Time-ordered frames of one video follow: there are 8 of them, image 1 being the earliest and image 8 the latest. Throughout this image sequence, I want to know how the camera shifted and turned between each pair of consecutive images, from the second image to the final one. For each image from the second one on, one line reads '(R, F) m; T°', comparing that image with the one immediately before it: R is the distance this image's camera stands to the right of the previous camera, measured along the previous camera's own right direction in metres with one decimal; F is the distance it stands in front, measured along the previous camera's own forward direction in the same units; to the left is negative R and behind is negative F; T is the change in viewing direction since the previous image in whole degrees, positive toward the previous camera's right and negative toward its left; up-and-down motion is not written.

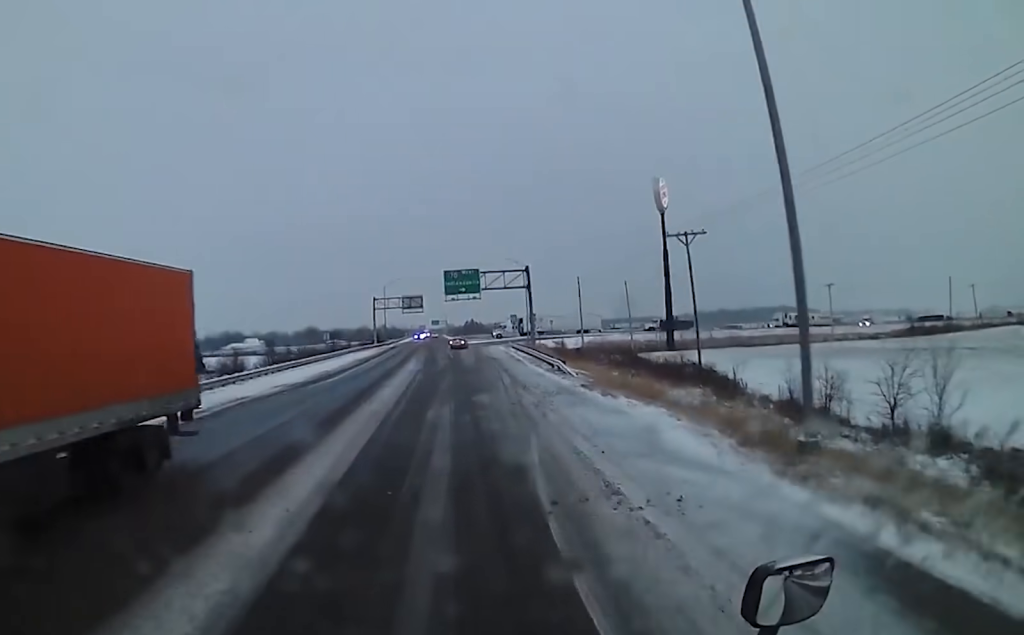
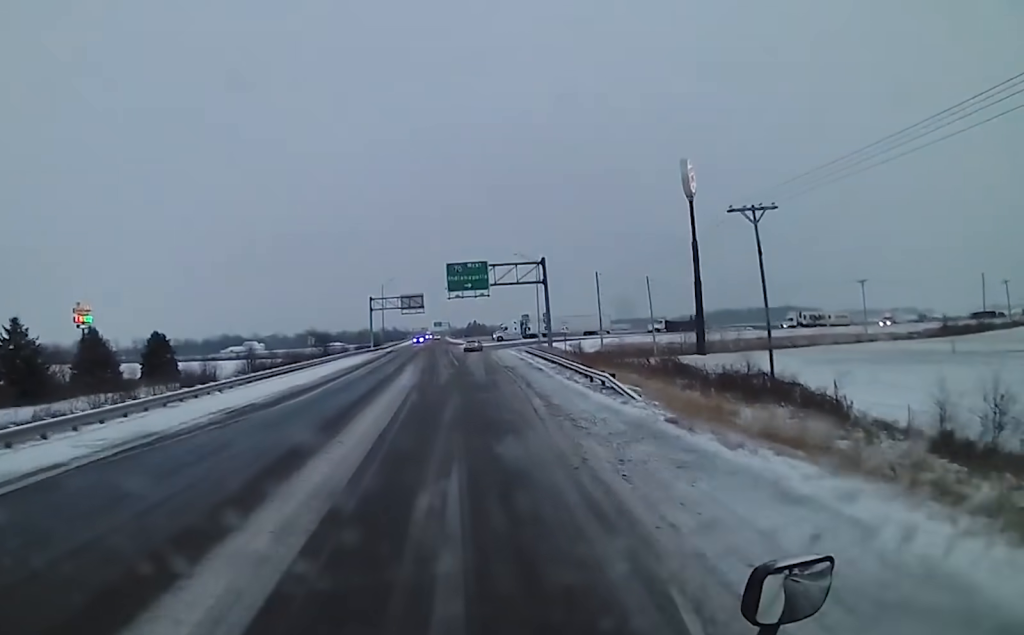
(-0.1, +10.6) m; -1°
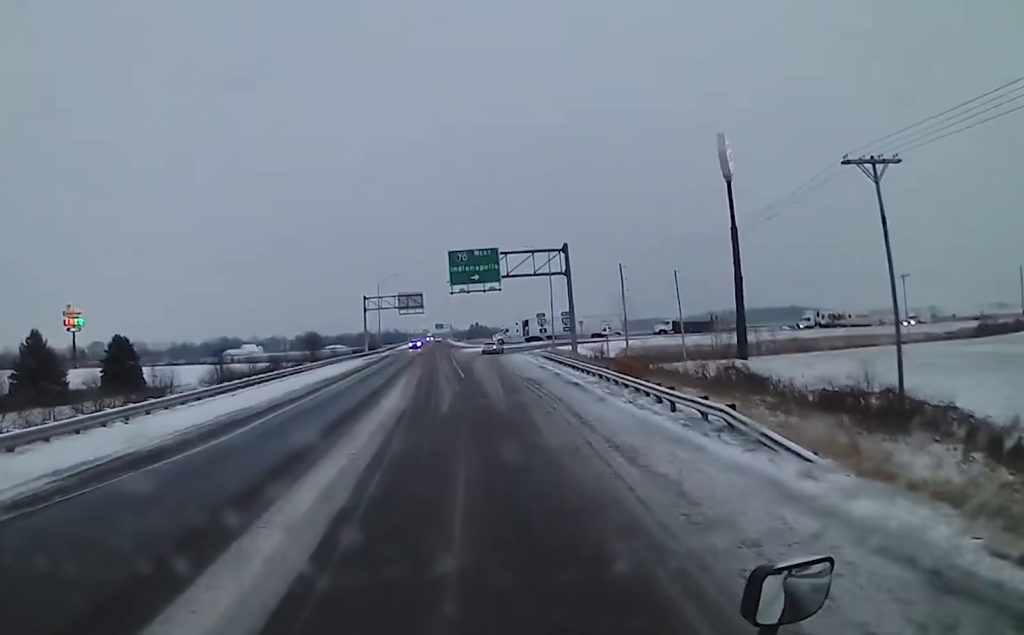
(0.0, +11.2) m; 0°
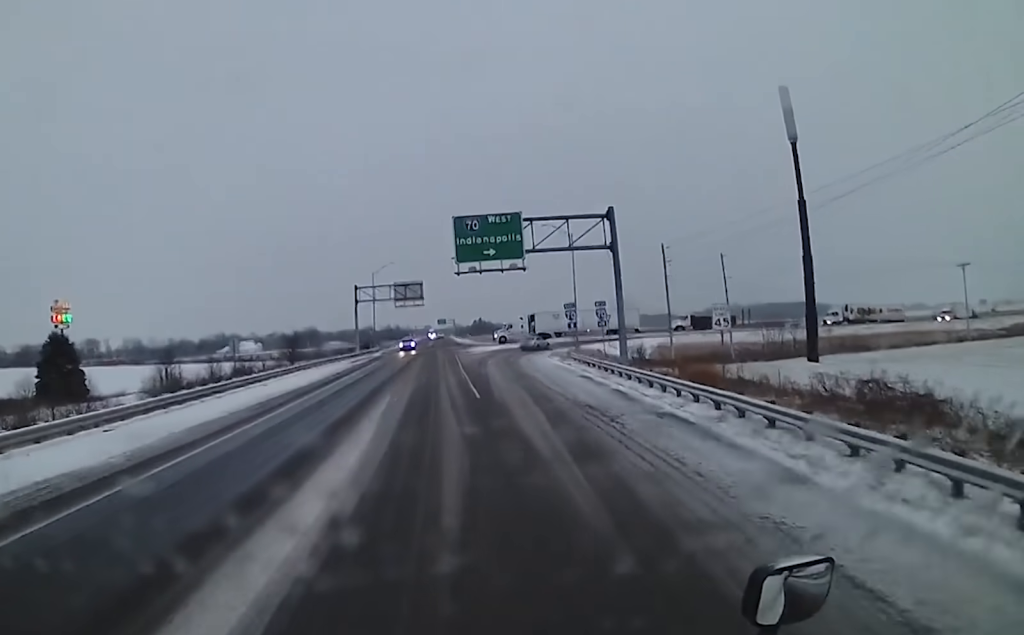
(0.0, +14.0) m; -1°
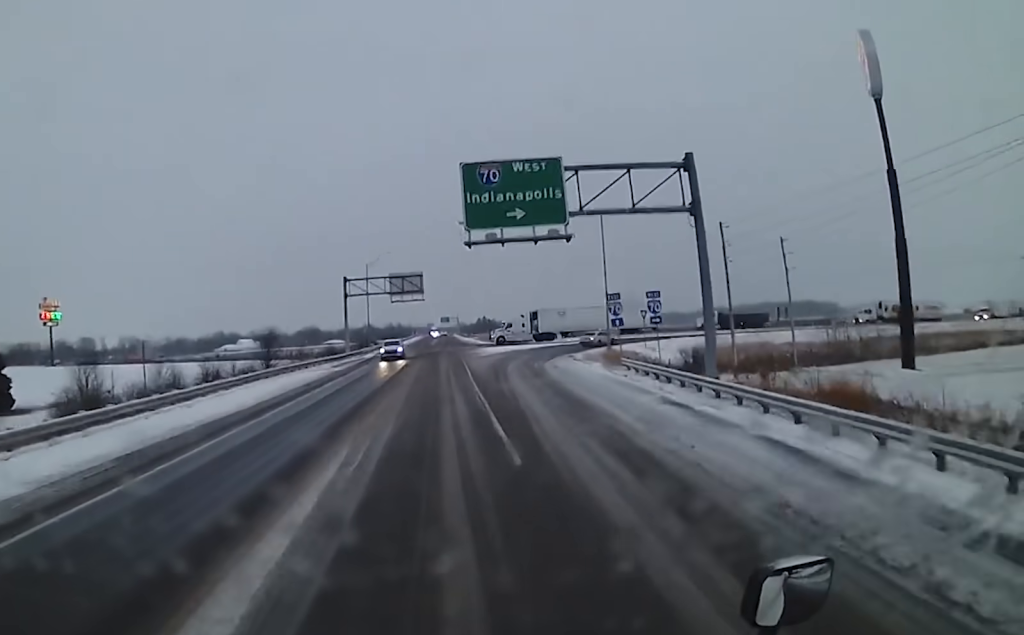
(-0.1, +13.1) m; -1°
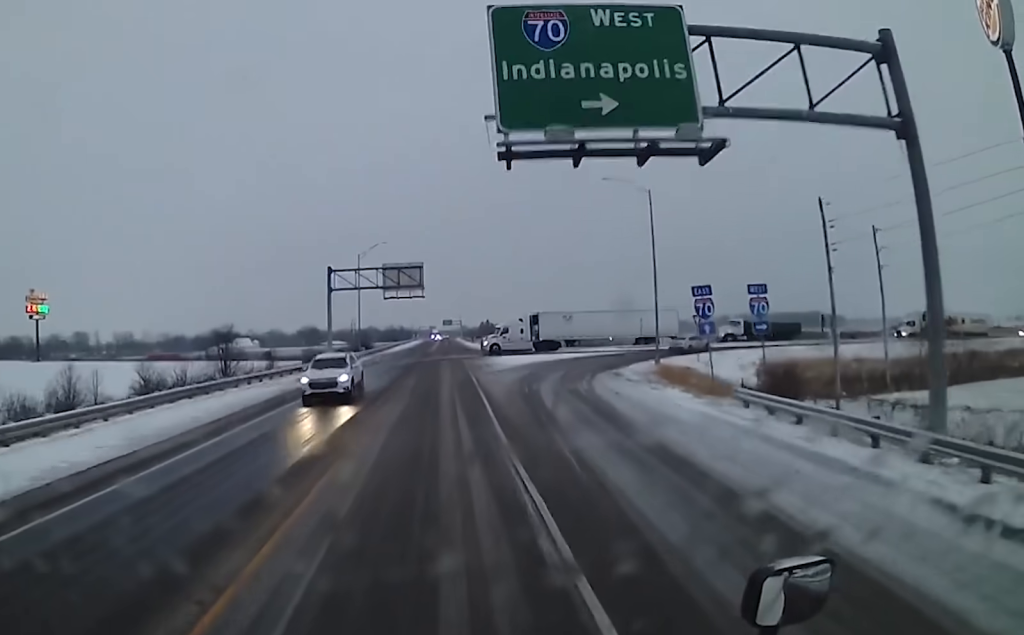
(0.0, +13.8) m; 0°
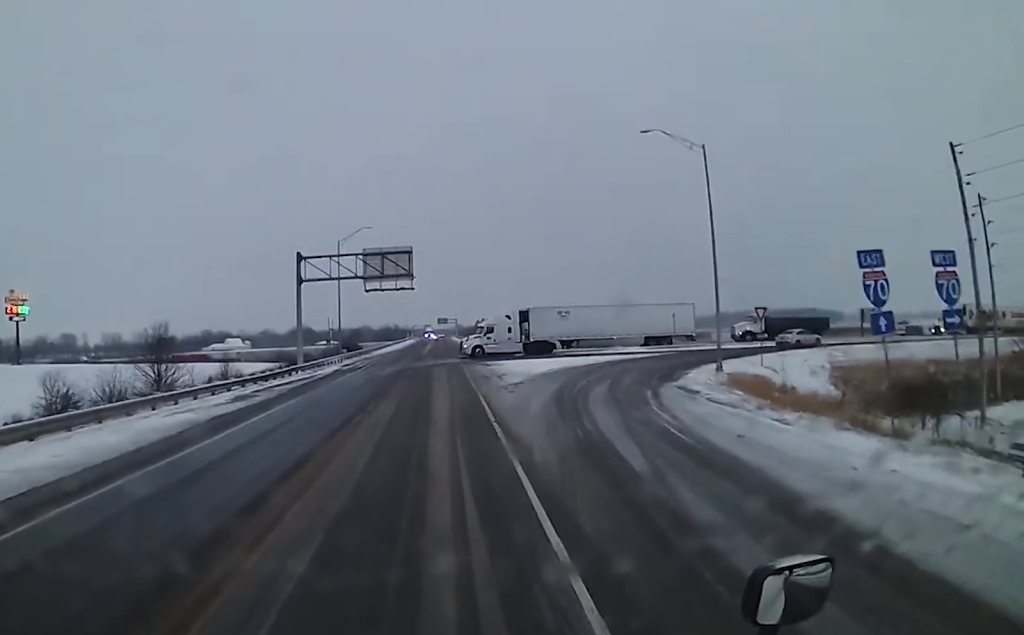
(0.0, +11.9) m; -1°
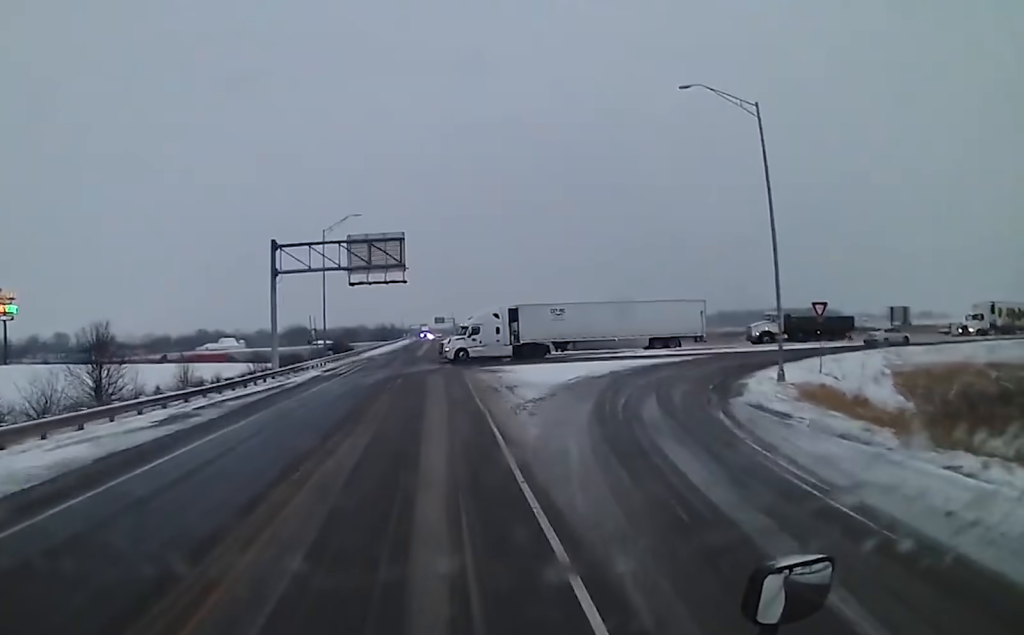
(-0.1, +7.9) m; 0°
